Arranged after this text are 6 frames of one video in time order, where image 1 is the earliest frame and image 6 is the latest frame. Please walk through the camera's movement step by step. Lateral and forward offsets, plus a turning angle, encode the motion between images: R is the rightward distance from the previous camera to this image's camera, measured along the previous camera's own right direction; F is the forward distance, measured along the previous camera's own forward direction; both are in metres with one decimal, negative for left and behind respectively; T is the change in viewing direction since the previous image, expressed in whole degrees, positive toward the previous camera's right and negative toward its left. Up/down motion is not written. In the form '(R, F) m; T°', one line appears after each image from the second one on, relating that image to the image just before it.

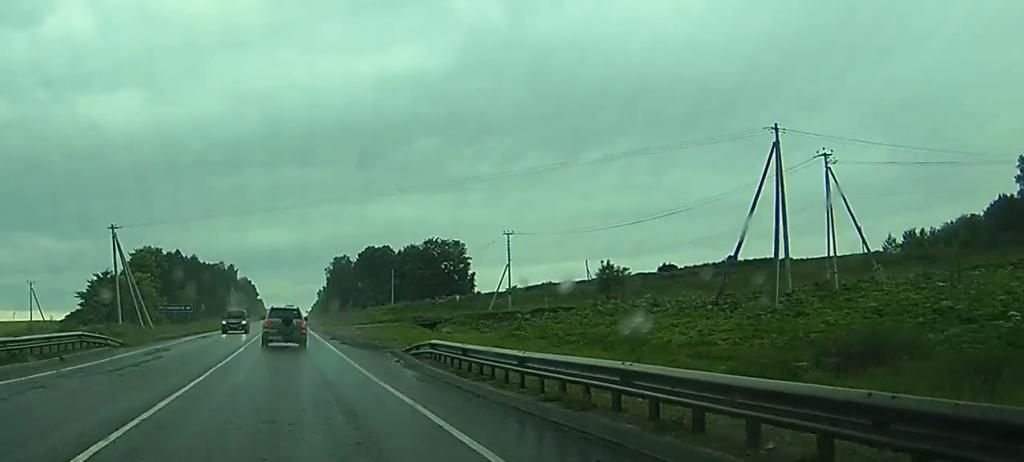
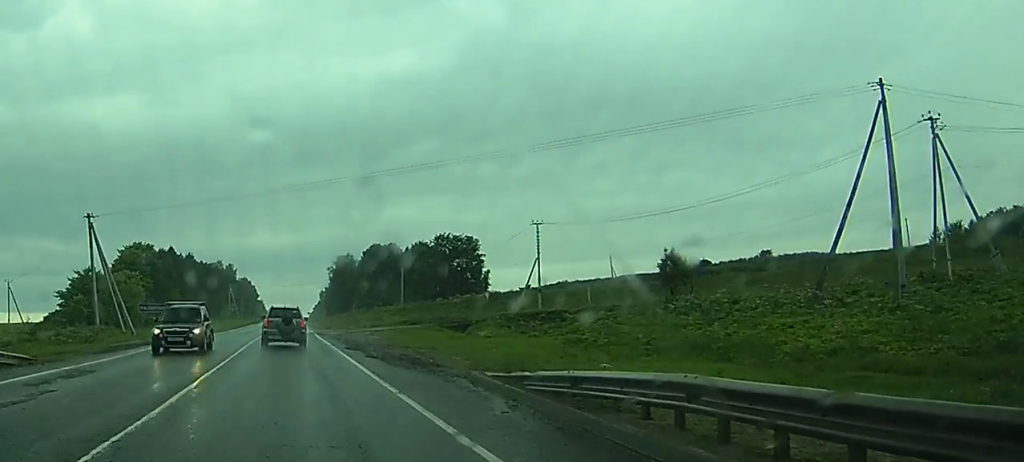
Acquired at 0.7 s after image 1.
(-0.1, +13.4) m; 0°
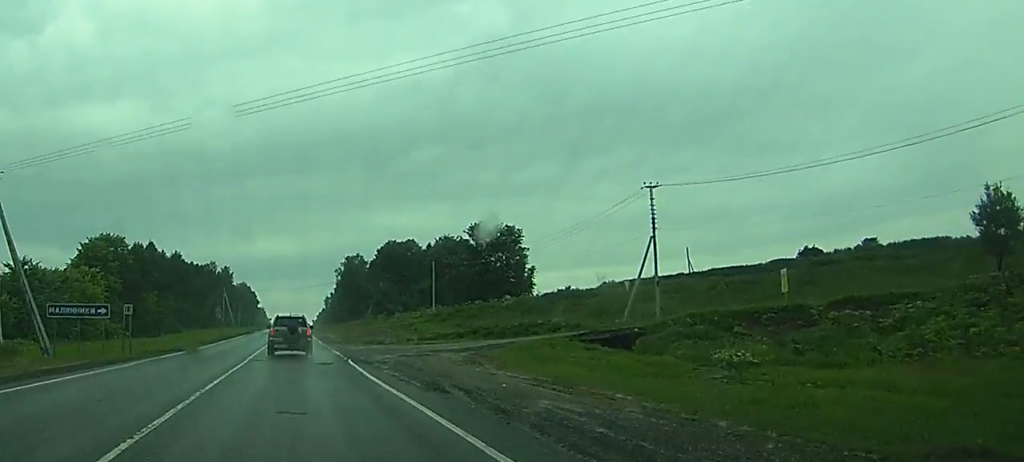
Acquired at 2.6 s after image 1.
(-0.1, +33.0) m; 0°
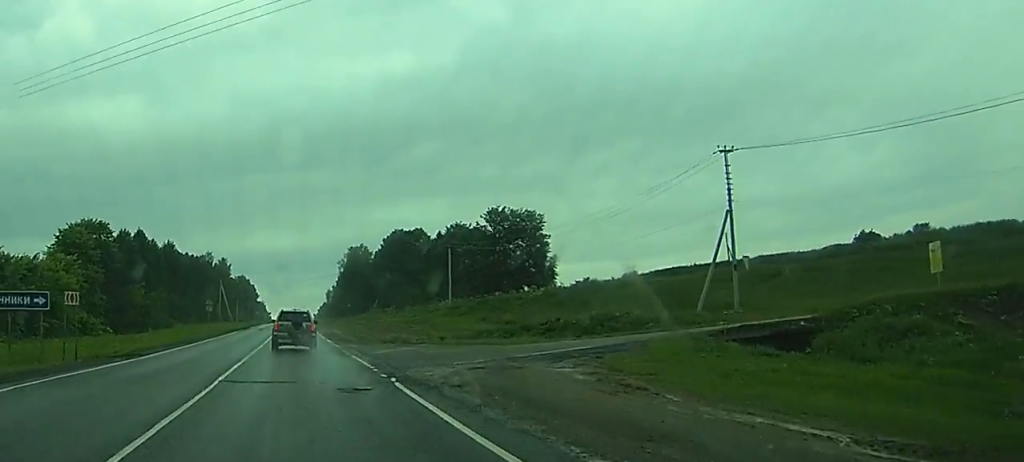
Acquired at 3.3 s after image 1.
(0.0, +13.0) m; 0°
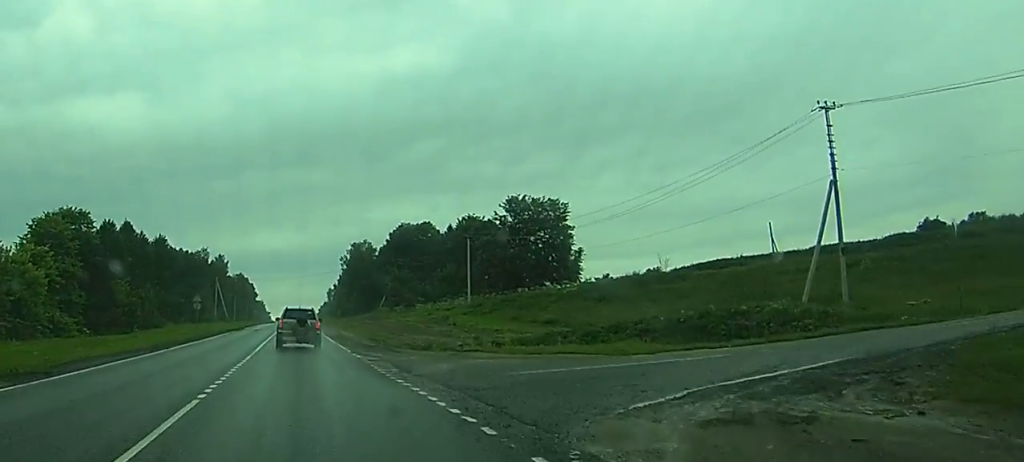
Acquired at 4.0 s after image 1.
(0.0, +12.4) m; 0°
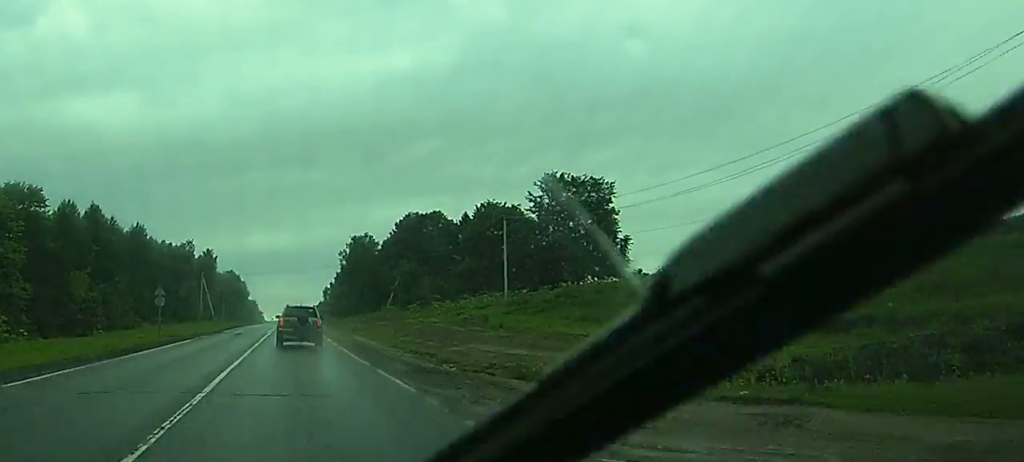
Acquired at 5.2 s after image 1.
(+0.1, +20.5) m; 0°
